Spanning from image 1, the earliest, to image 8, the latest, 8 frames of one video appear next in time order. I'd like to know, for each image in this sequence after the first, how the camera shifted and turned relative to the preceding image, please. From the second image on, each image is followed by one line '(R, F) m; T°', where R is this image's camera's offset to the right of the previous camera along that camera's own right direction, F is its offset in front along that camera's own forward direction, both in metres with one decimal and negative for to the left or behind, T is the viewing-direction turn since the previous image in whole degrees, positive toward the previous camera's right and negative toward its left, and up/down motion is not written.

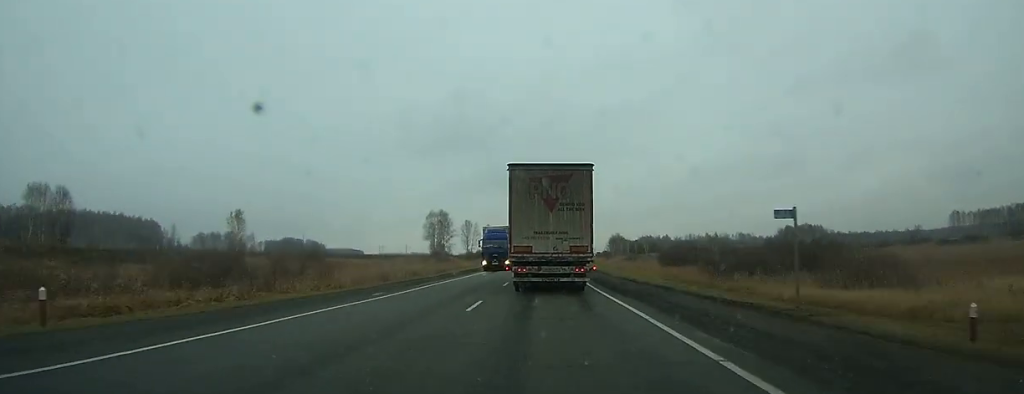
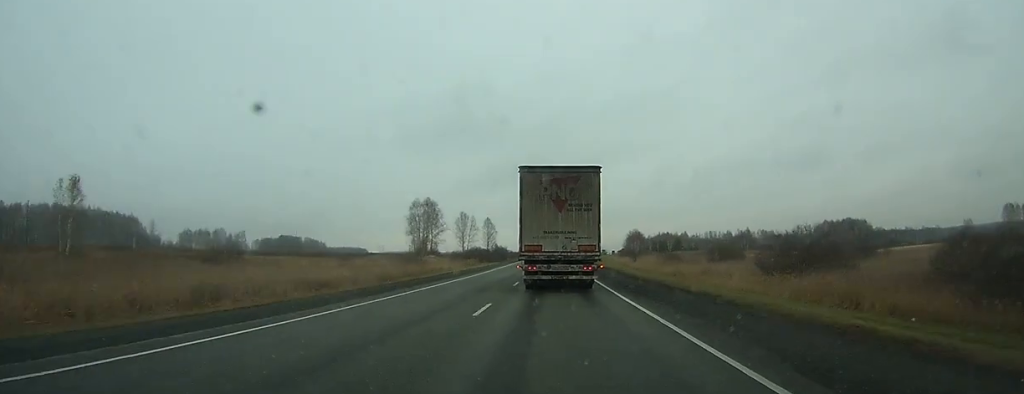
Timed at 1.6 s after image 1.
(+0.2, +36.8) m; 0°
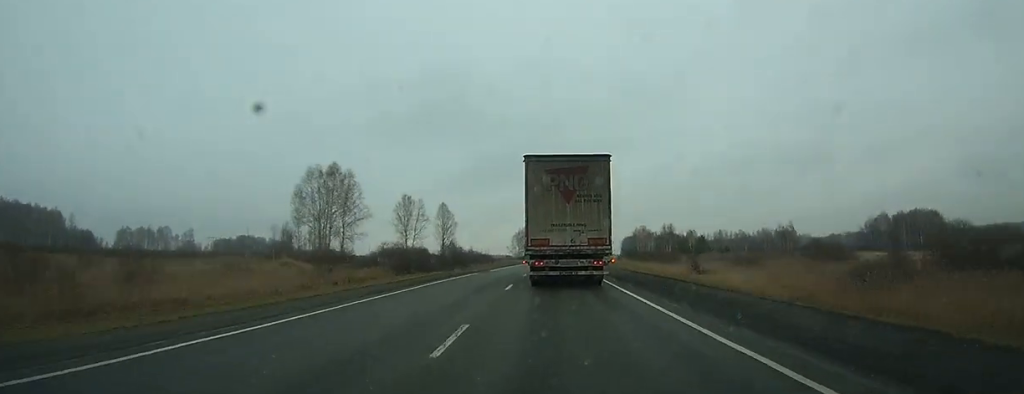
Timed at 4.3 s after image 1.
(-0.2, +64.1) m; 0°
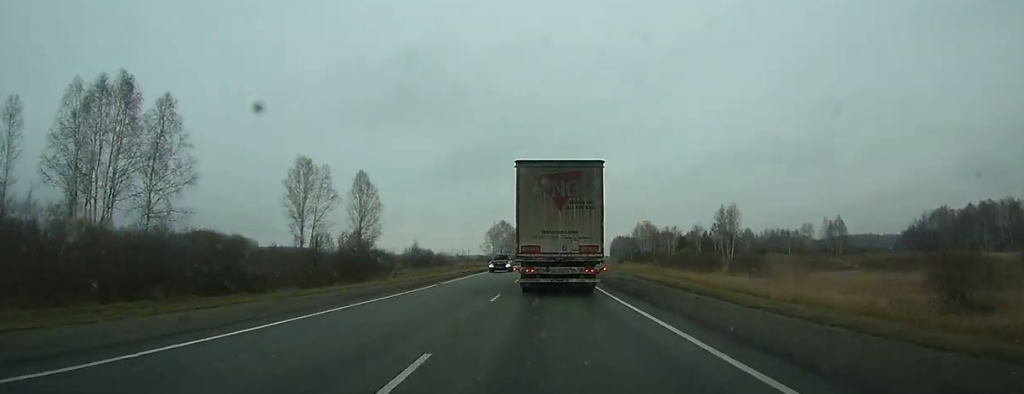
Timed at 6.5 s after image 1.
(+0.4, +50.5) m; +1°
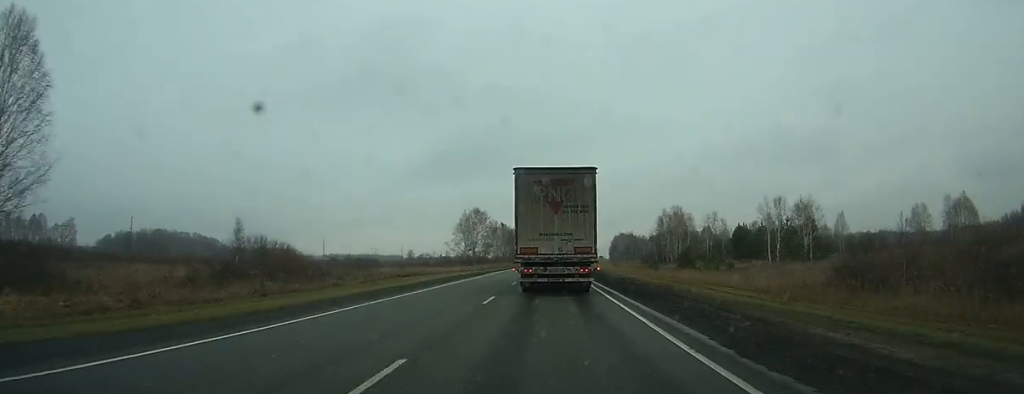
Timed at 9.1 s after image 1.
(+0.8, +61.7) m; +1°
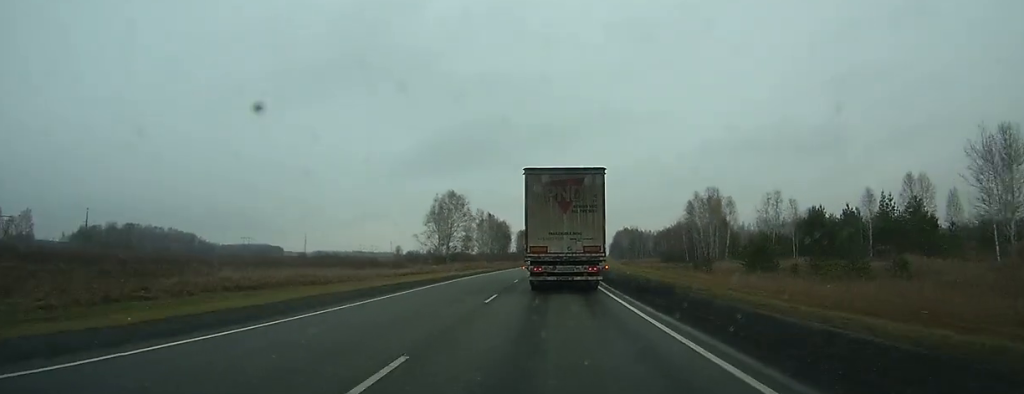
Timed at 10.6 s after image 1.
(+0.2, +36.6) m; +1°
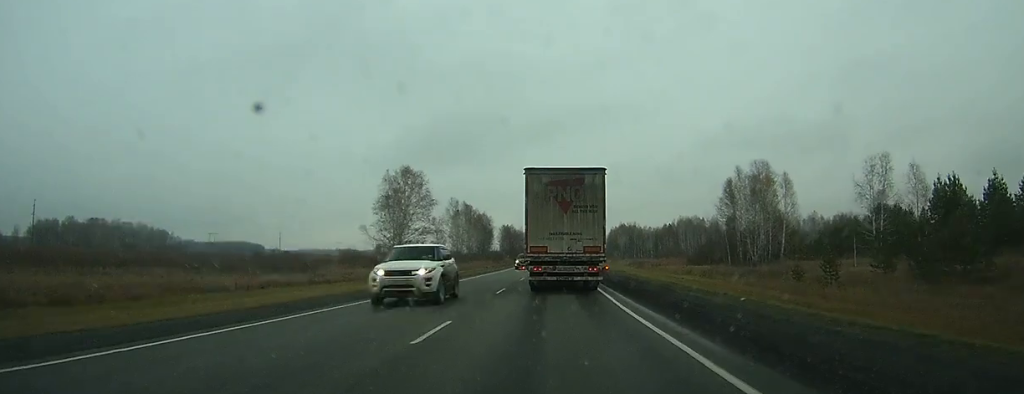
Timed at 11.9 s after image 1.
(+0.1, +32.0) m; +1°
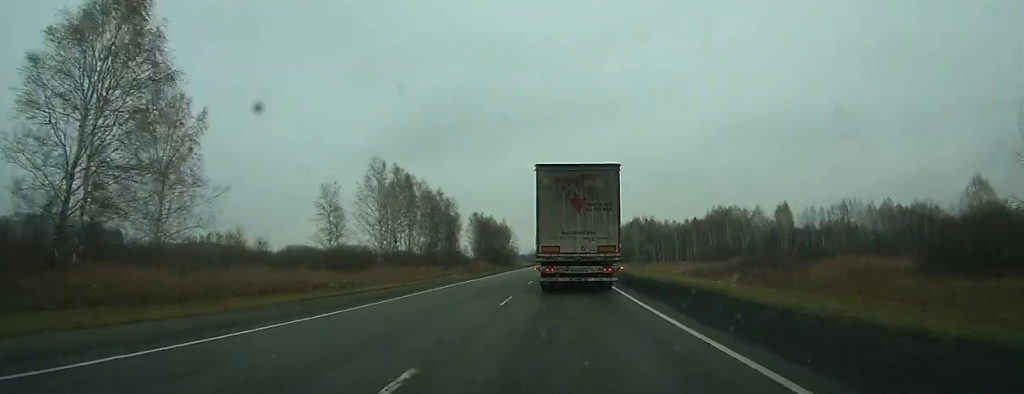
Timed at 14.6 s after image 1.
(+0.7, +64.7) m; +1°
